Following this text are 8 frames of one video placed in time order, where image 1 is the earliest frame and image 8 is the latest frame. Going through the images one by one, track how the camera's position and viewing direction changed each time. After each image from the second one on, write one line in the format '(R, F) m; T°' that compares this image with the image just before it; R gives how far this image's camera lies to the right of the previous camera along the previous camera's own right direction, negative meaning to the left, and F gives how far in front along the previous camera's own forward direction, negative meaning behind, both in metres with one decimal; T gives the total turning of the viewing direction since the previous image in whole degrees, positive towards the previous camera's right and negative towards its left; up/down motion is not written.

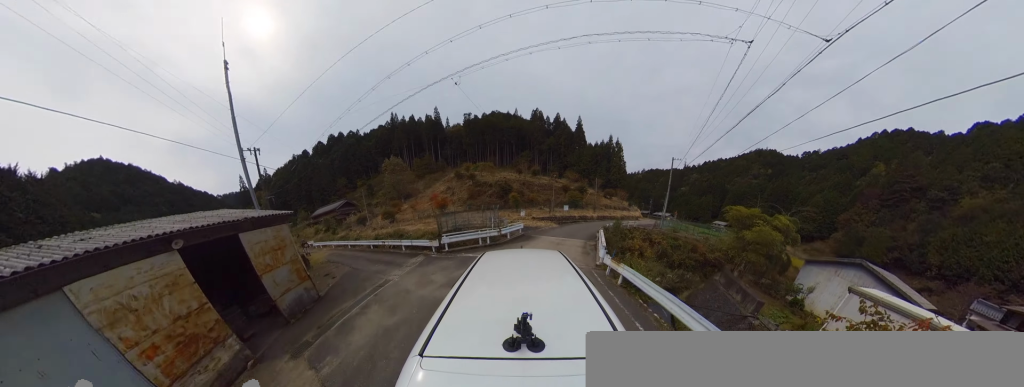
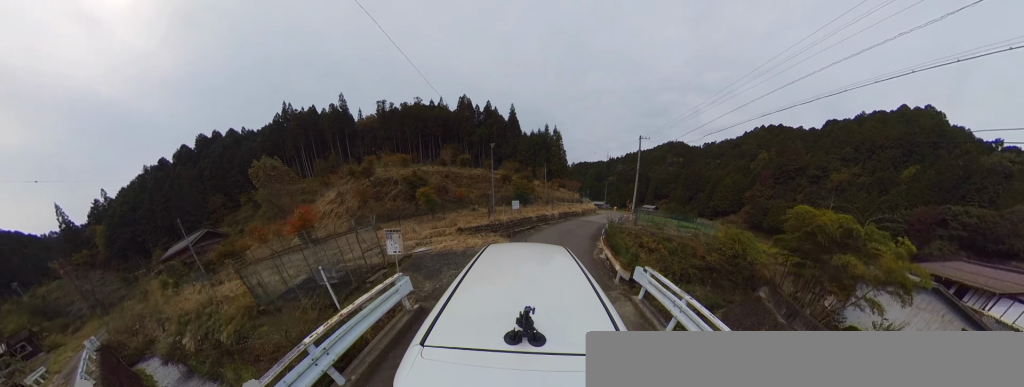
(+2.4, +9.6) m; +25°
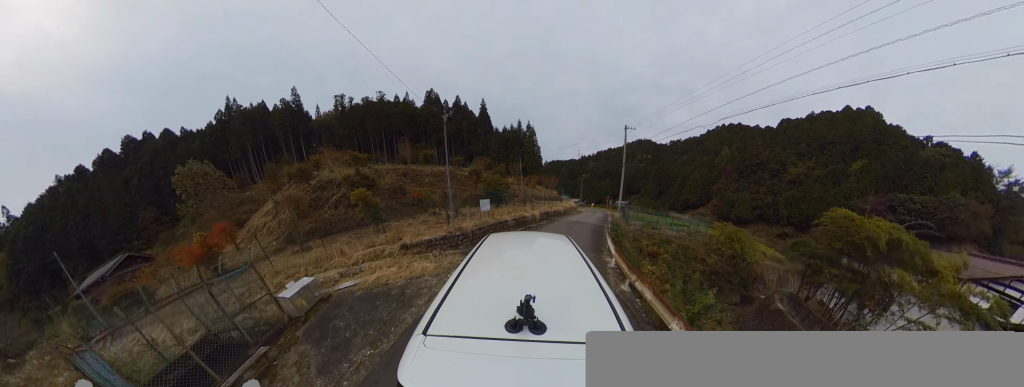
(-0.1, +3.7) m; +10°
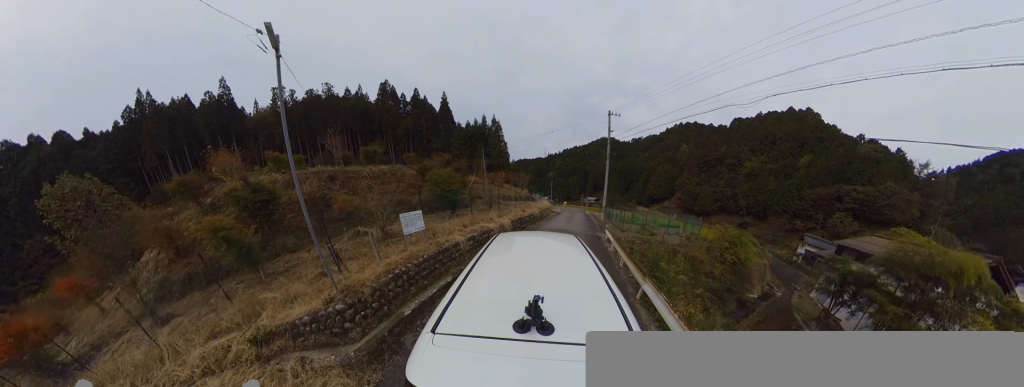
(+0.8, +4.6) m; +6°
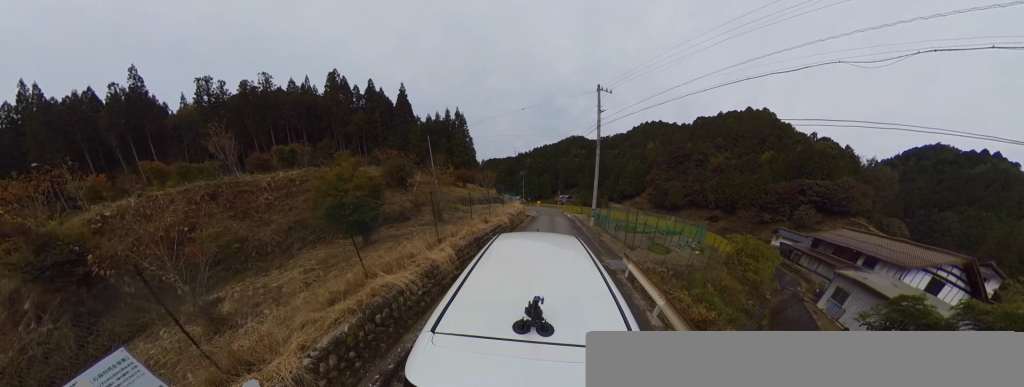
(0.0, +5.4) m; -1°
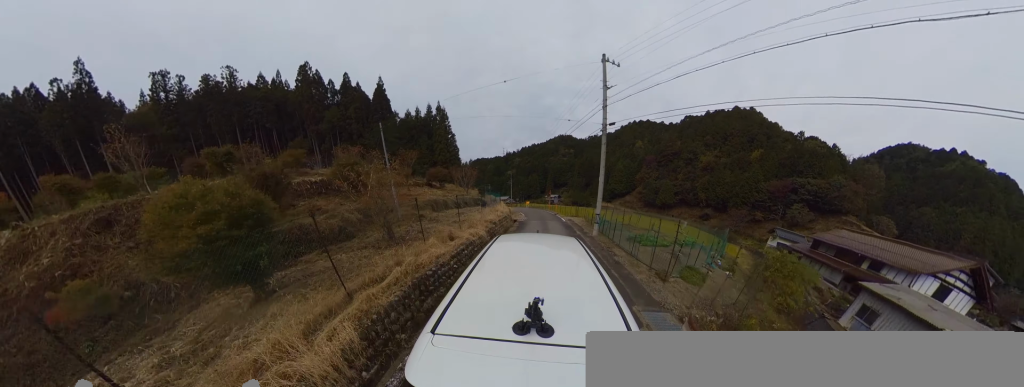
(-0.6, +3.6) m; -2°
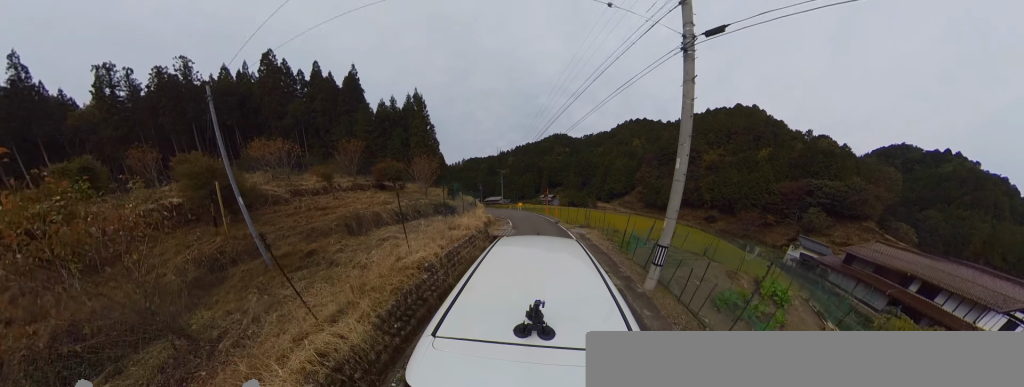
(+0.7, +7.3) m; -4°
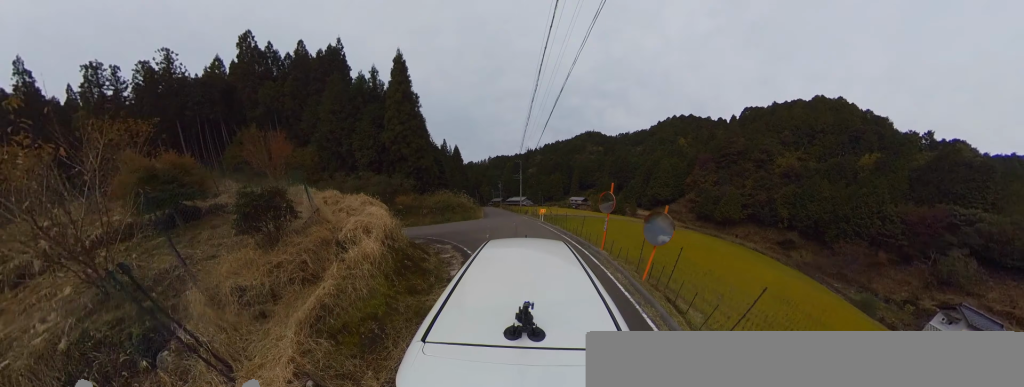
(-2.5, +15.5) m; -9°
